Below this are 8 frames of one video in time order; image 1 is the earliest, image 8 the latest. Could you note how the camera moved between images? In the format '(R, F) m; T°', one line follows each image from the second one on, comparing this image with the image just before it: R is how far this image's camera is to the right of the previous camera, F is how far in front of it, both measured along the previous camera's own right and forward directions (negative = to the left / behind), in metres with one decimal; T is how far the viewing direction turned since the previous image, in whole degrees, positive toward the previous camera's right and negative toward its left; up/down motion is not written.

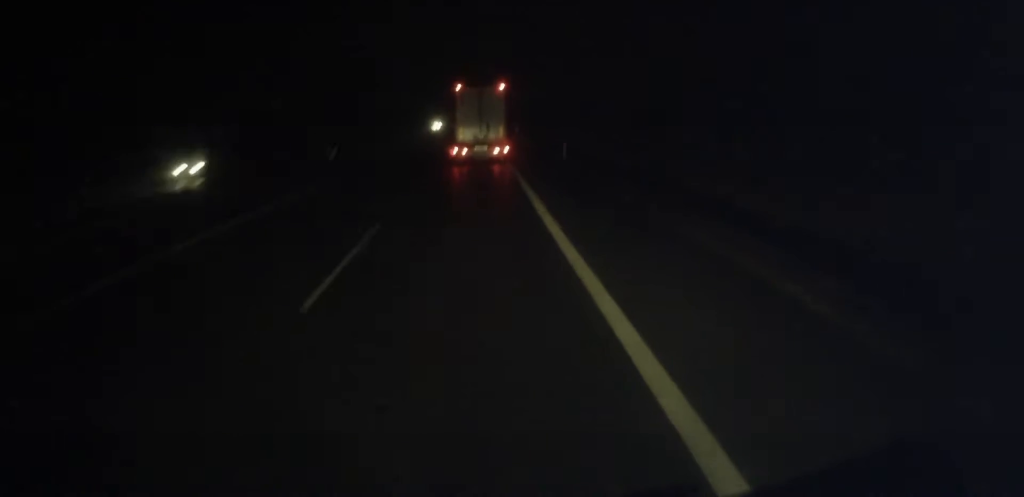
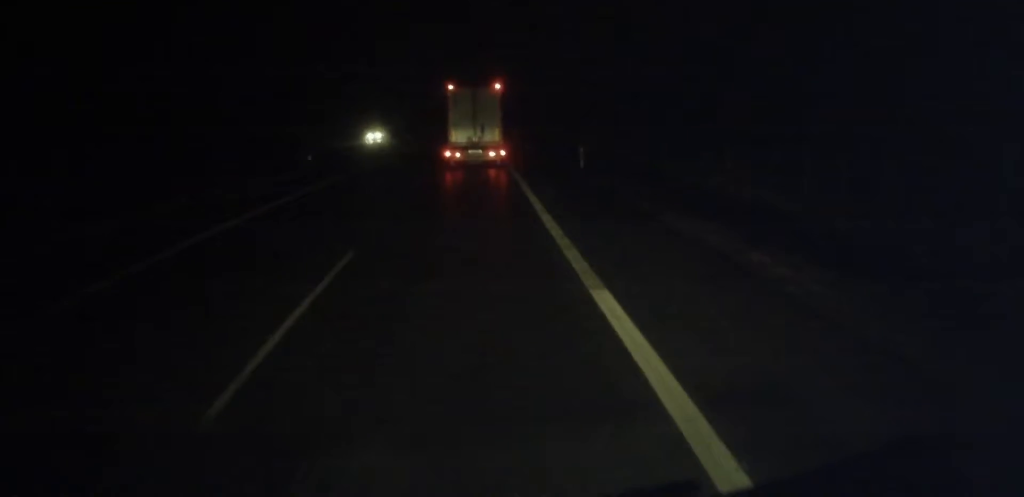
(+0.2, +56.7) m; 0°
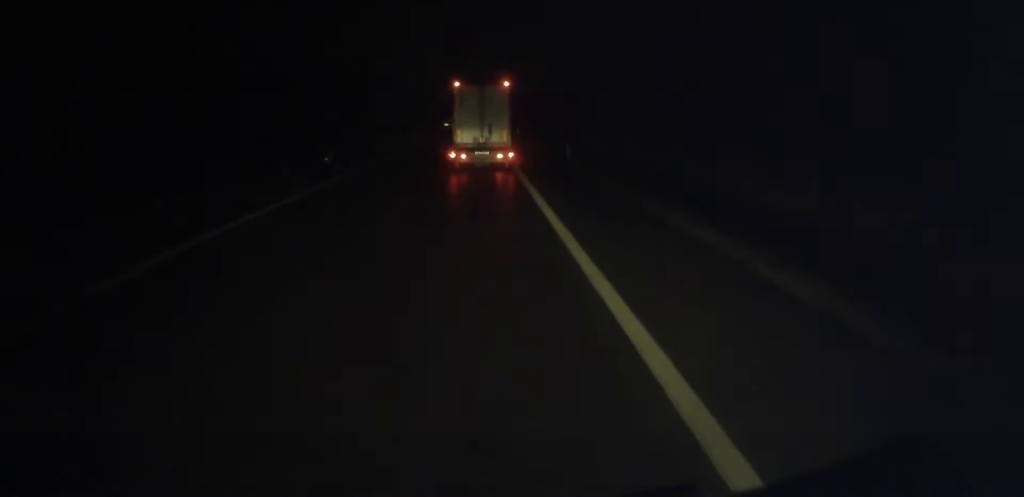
(0.0, +44.0) m; 0°
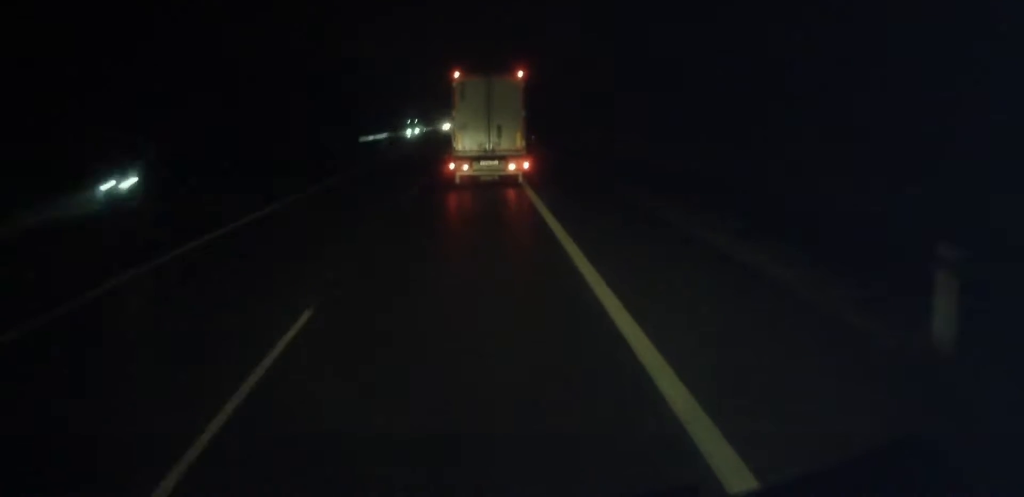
(+2.2, +229.2) m; +1°
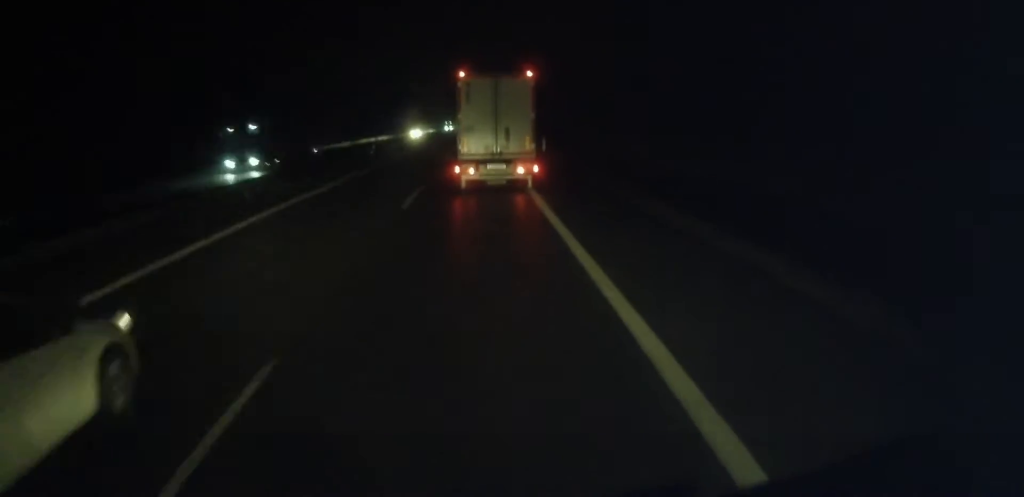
(-0.1, +56.9) m; 0°
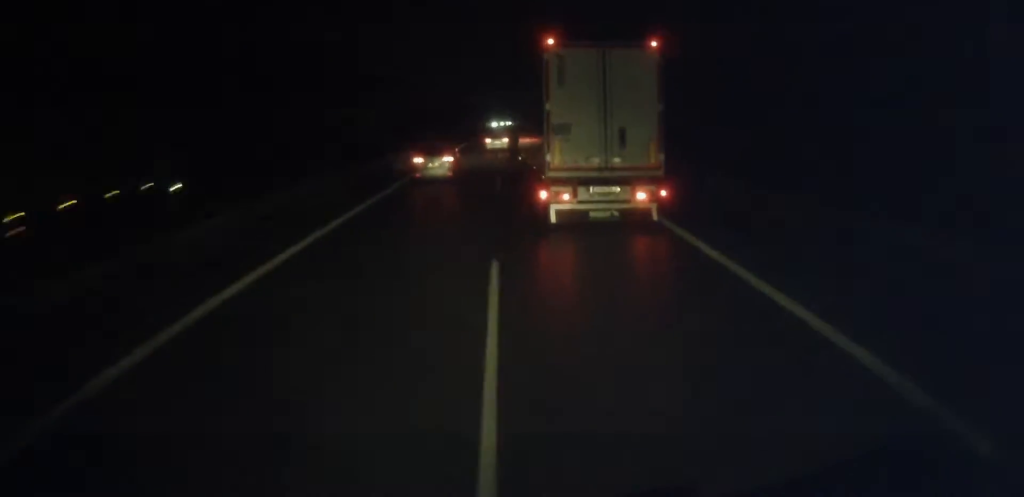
(+0.2, +138.0) m; 0°
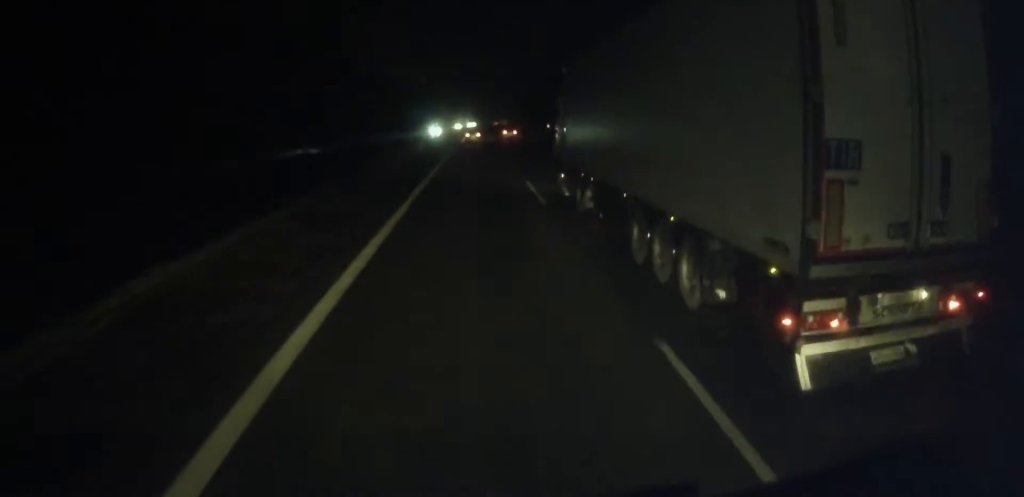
(+0.1, +113.7) m; +1°
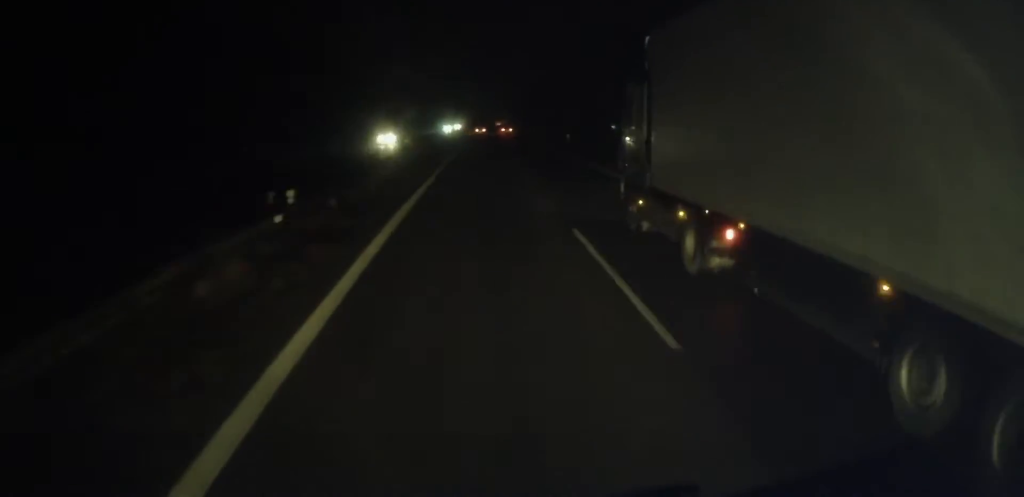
(+1.6, +86.5) m; +1°
